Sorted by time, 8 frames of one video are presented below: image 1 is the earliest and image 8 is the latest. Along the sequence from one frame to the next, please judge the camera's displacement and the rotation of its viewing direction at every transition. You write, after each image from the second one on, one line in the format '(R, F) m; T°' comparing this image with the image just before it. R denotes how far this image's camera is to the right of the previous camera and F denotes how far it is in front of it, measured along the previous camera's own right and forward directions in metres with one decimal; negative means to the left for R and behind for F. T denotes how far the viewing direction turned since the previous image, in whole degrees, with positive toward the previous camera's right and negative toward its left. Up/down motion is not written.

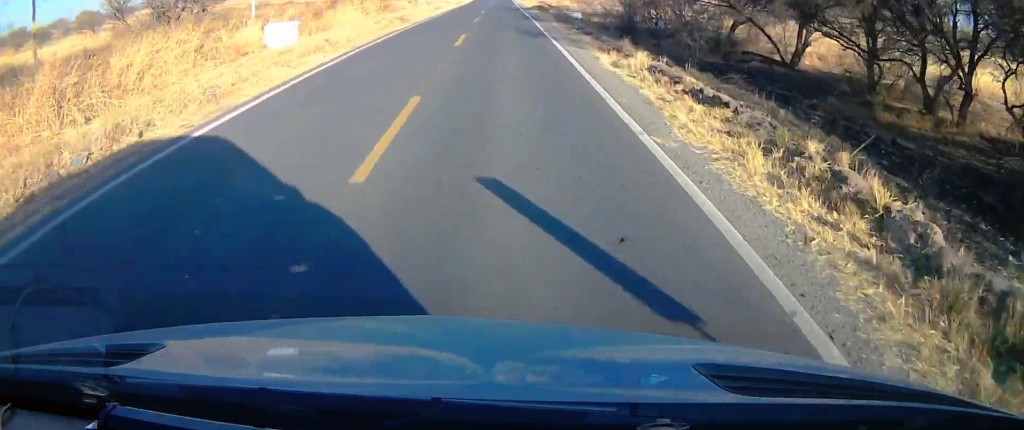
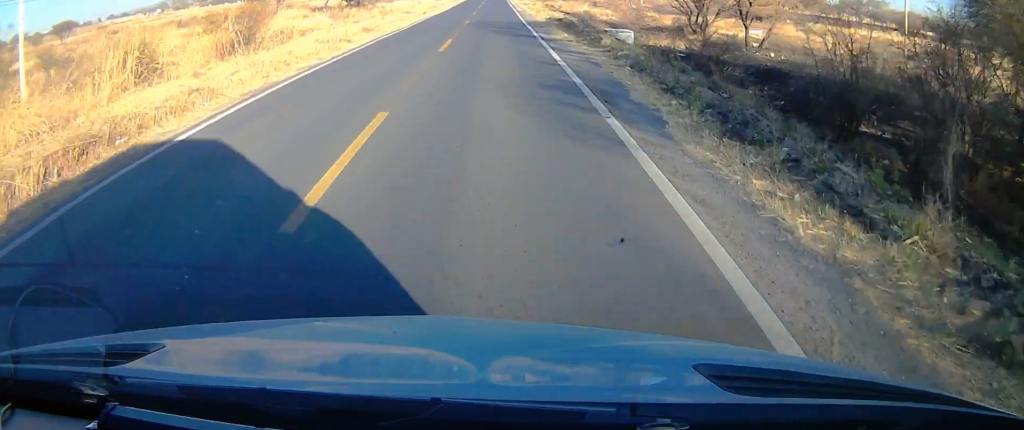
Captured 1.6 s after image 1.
(-0.5, +30.2) m; 0°
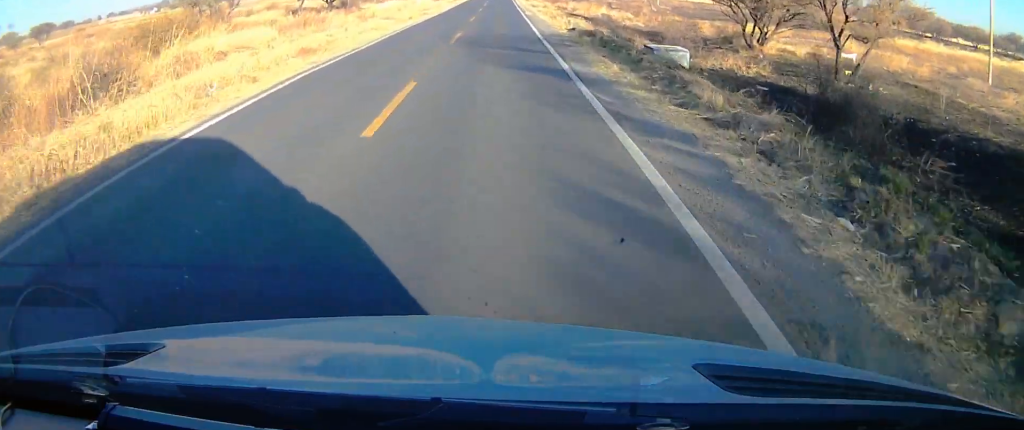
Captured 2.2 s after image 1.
(+0.2, +11.3) m; +1°
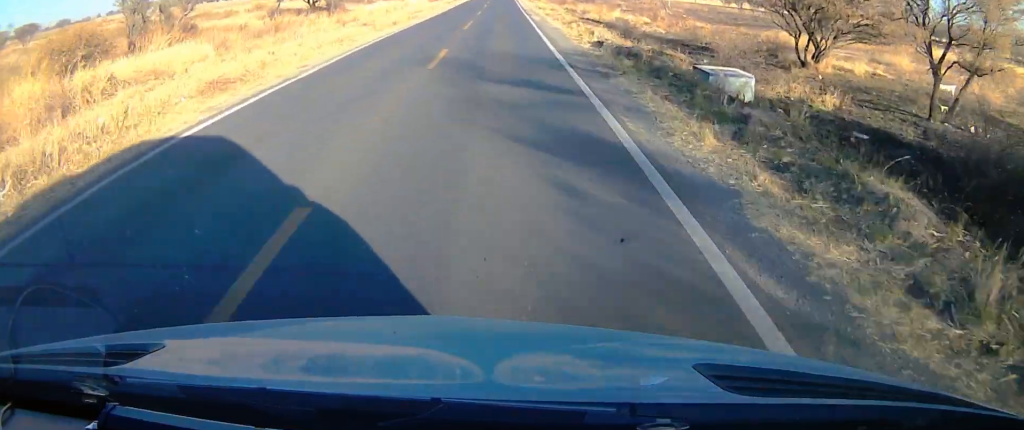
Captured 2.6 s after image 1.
(0.0, +7.6) m; 0°
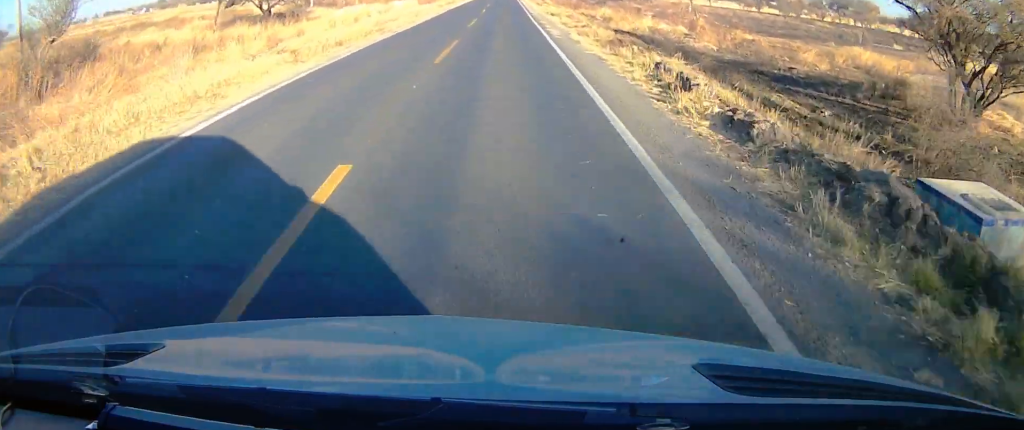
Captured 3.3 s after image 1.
(+0.1, +13.4) m; -1°
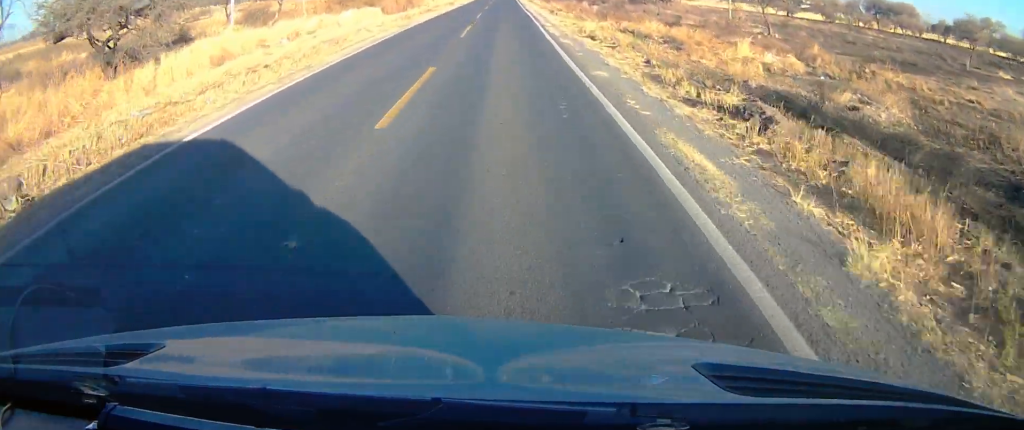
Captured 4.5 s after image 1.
(-0.3, +22.4) m; 0°
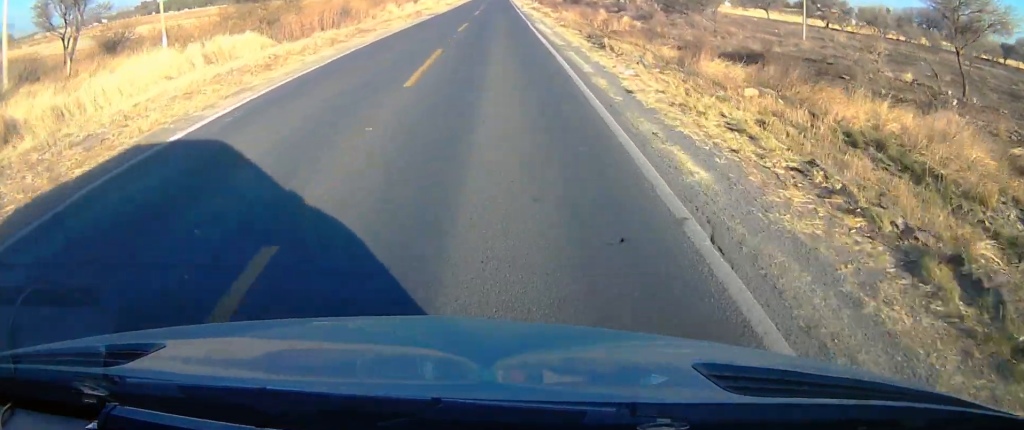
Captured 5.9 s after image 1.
(+0.5, +26.8) m; +2°
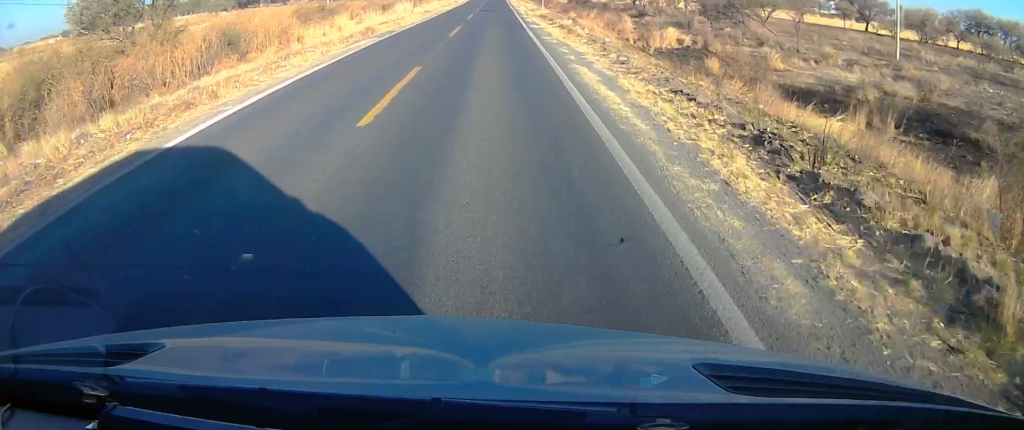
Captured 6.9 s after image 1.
(+0.3, +19.8) m; +1°
